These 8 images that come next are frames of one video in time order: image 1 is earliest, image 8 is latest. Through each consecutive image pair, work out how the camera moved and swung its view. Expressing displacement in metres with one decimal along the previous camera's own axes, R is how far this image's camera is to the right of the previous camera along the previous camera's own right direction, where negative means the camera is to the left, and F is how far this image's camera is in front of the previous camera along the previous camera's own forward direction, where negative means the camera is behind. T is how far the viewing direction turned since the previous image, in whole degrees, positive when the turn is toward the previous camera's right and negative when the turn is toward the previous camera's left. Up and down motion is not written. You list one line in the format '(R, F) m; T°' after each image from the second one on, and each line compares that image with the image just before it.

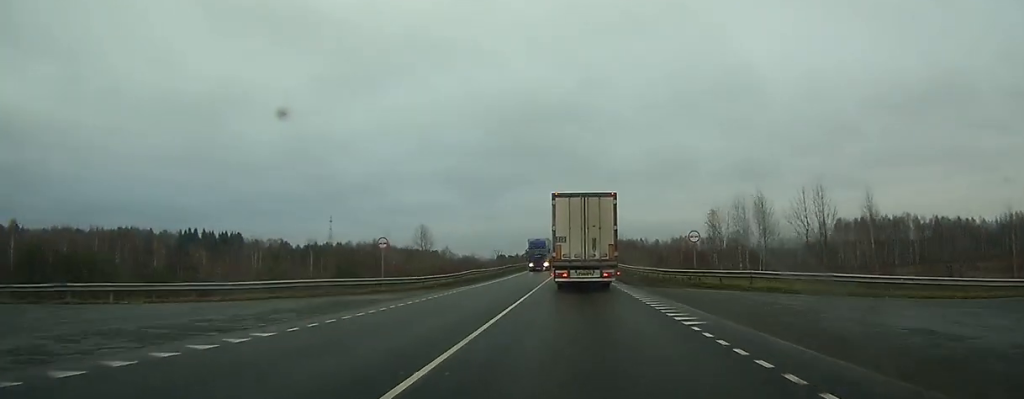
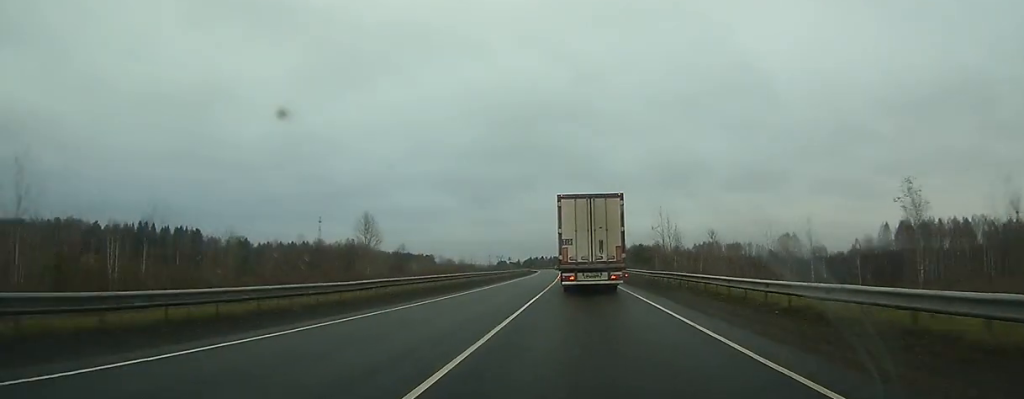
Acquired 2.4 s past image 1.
(-0.1, +51.7) m; -1°
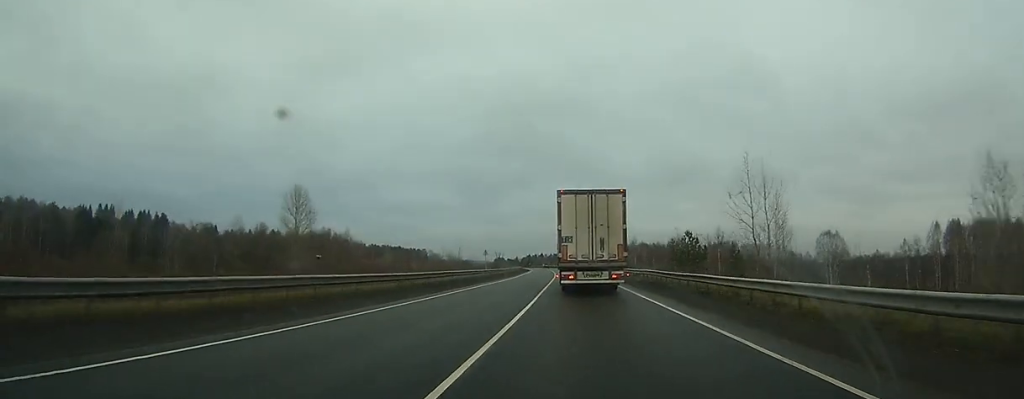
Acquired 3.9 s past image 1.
(-0.3, +31.8) m; -1°
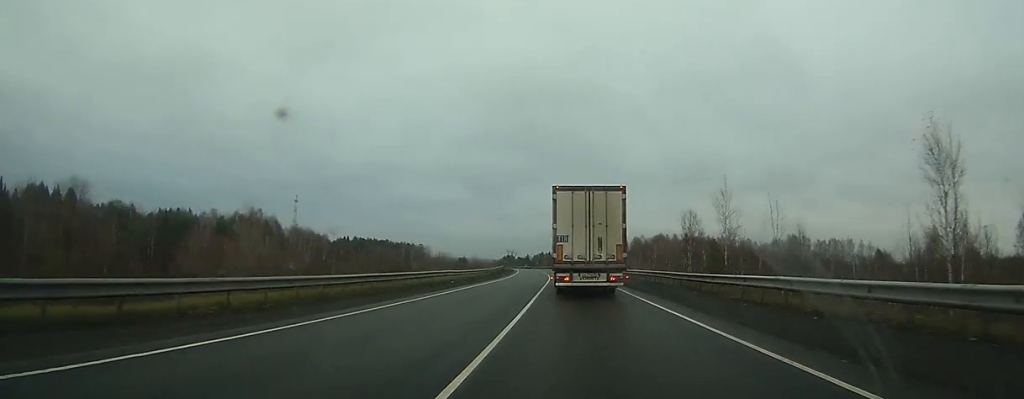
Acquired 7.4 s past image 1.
(-0.7, +76.4) m; -1°
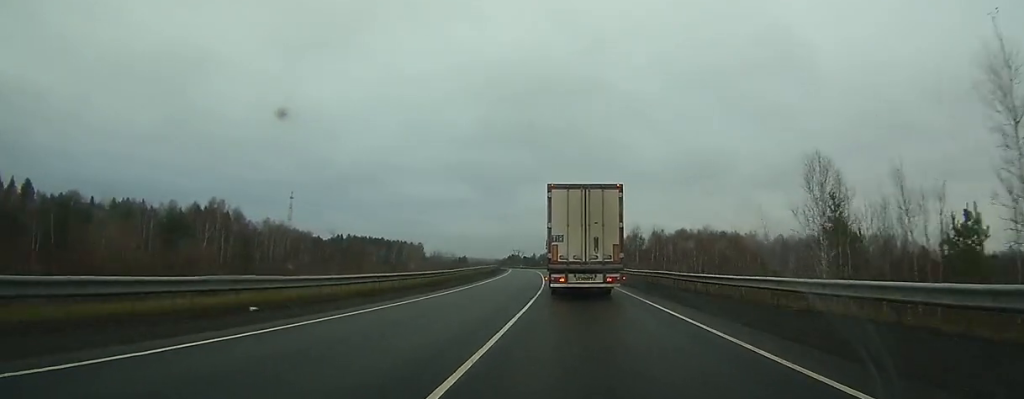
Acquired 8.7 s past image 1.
(-0.1, +27.3) m; -1°
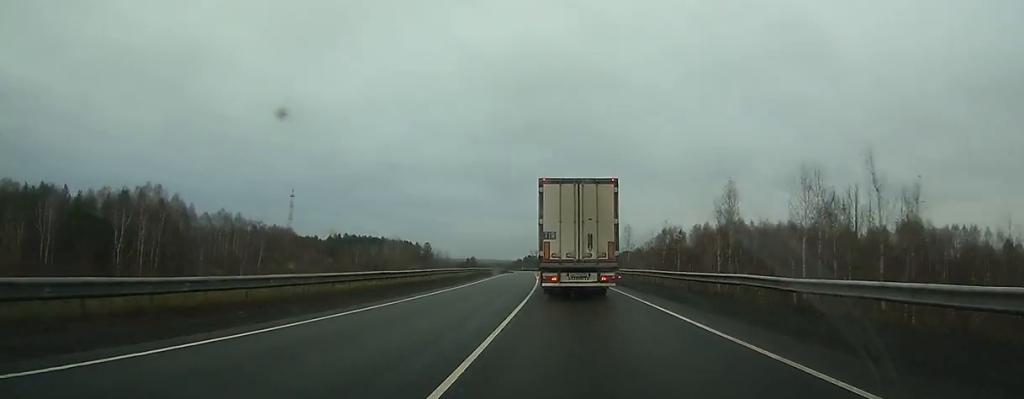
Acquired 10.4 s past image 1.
(-0.3, +37.2) m; -2°
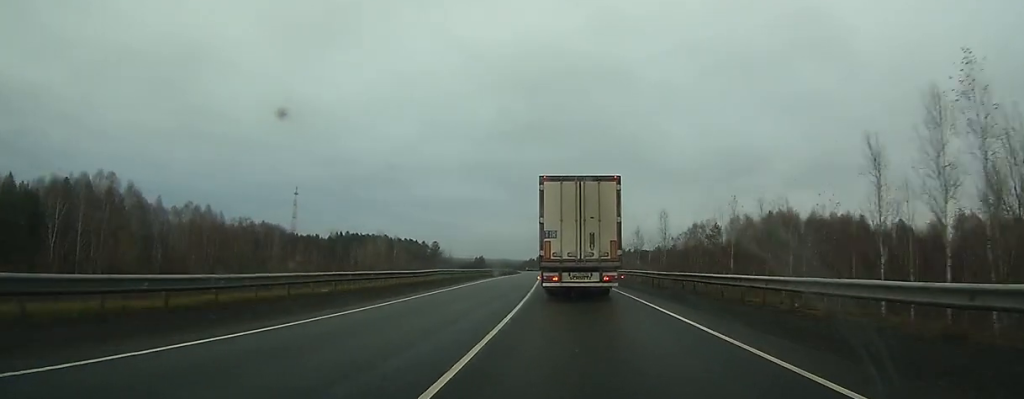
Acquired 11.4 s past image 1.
(-0.5, +21.3) m; -1°
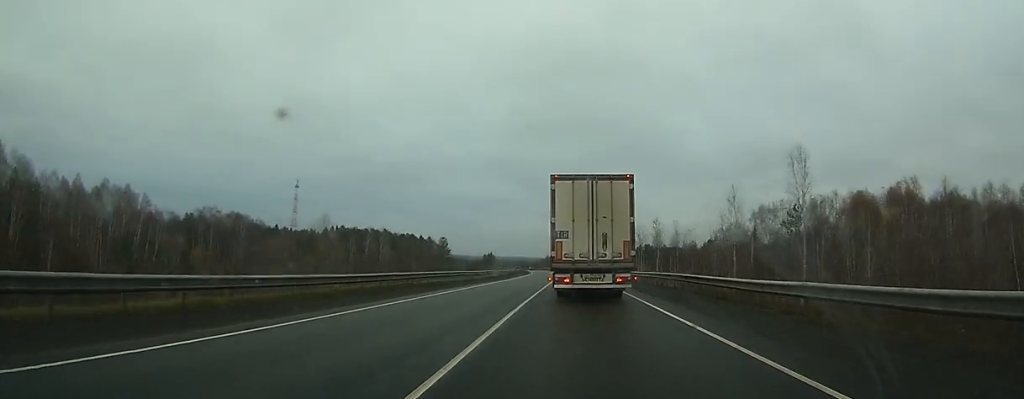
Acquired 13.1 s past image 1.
(-0.6, +35.4) m; -2°
